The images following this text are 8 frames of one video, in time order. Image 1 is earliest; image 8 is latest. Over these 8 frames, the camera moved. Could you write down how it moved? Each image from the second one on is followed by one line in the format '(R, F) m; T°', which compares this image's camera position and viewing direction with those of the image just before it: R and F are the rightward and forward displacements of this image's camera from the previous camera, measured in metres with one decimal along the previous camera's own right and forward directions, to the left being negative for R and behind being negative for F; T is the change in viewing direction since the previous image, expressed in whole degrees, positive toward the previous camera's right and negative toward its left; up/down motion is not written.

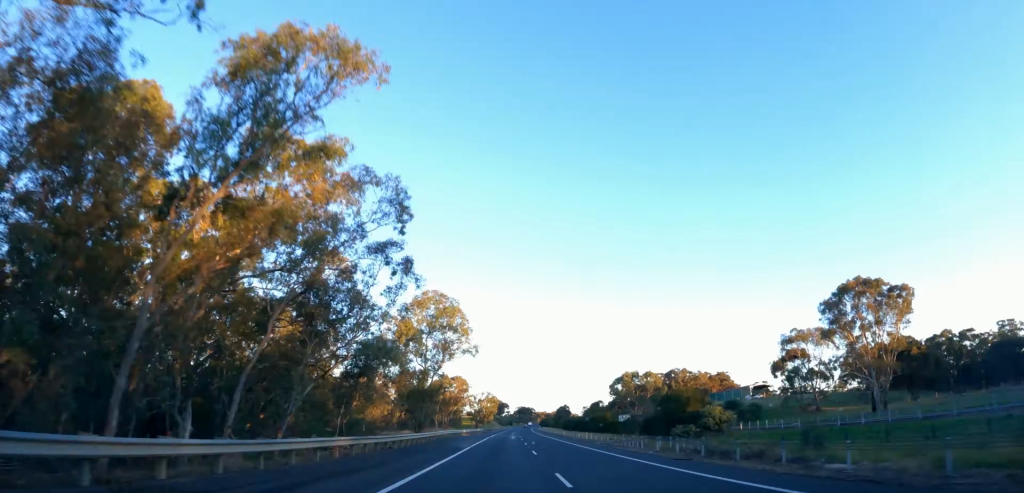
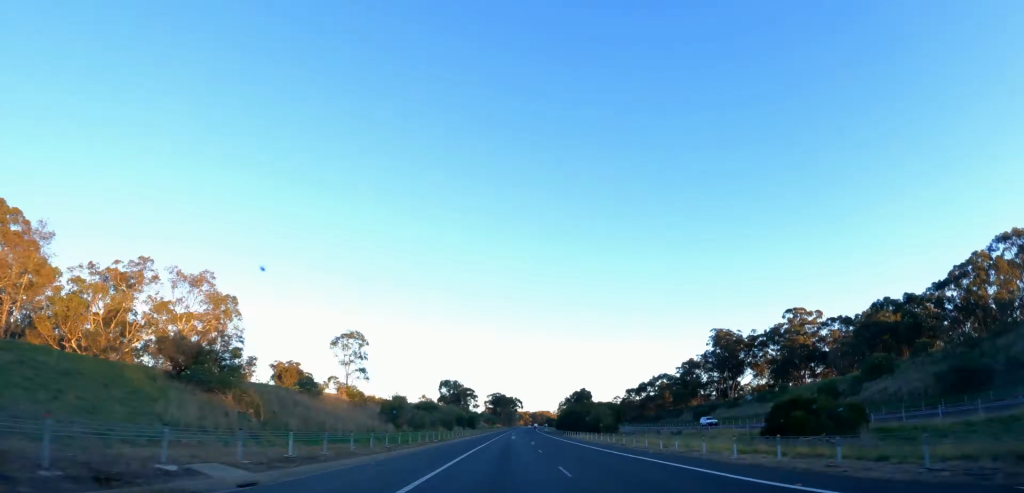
(+0.2, +13.2) m; +1°
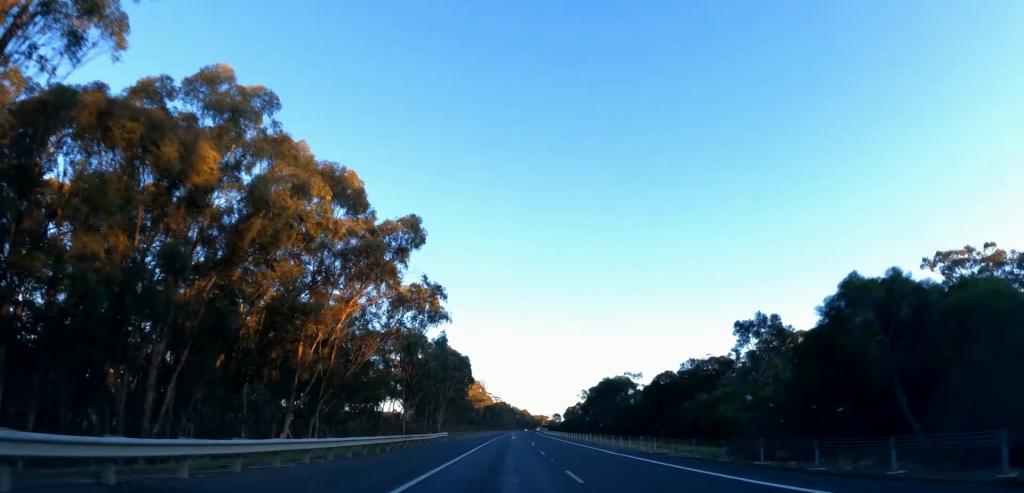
(+0.7, +37.3) m; +2°
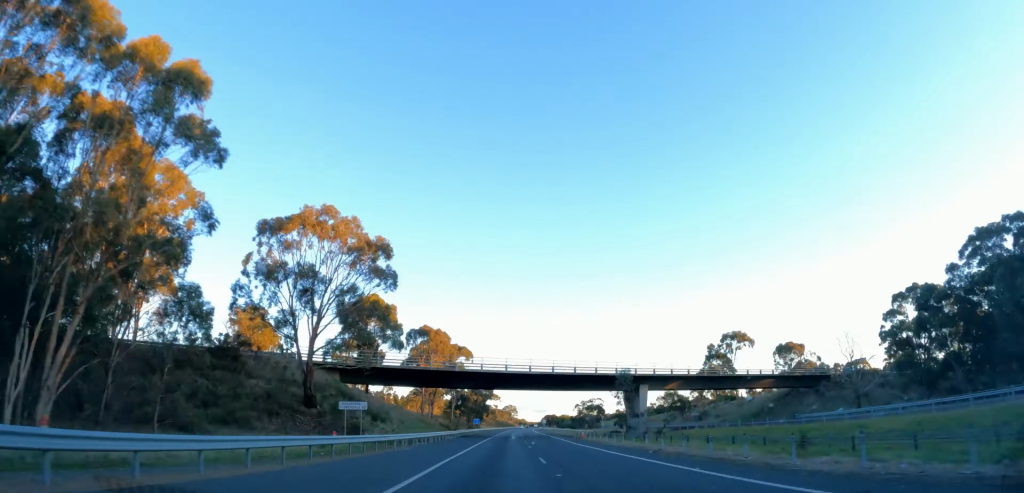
(+0.1, +35.0) m; 0°
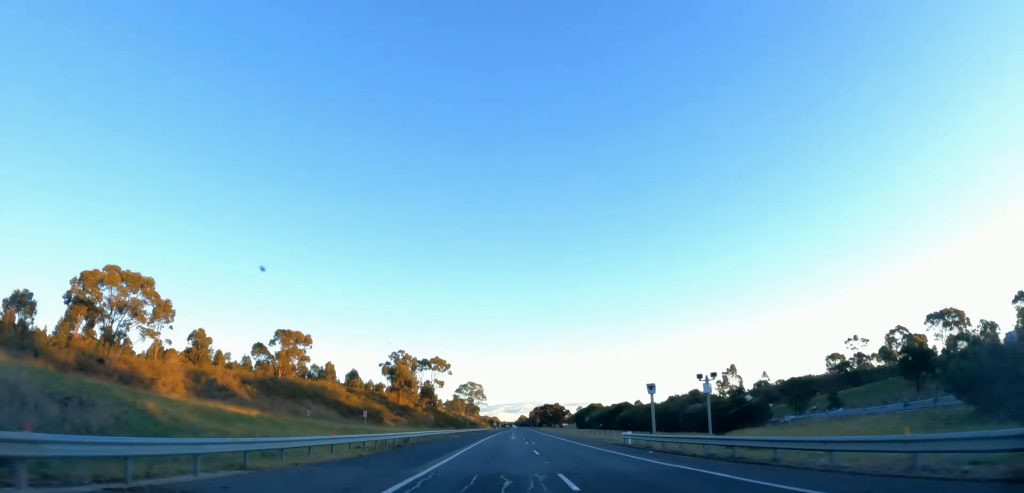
(0.0, +13.1) m; -1°
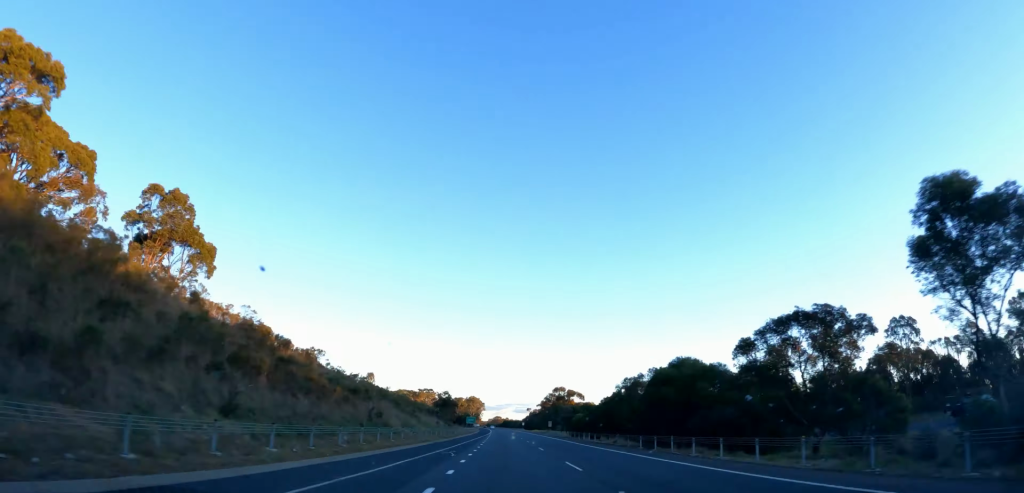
(-0.5, +26.1) m; -1°
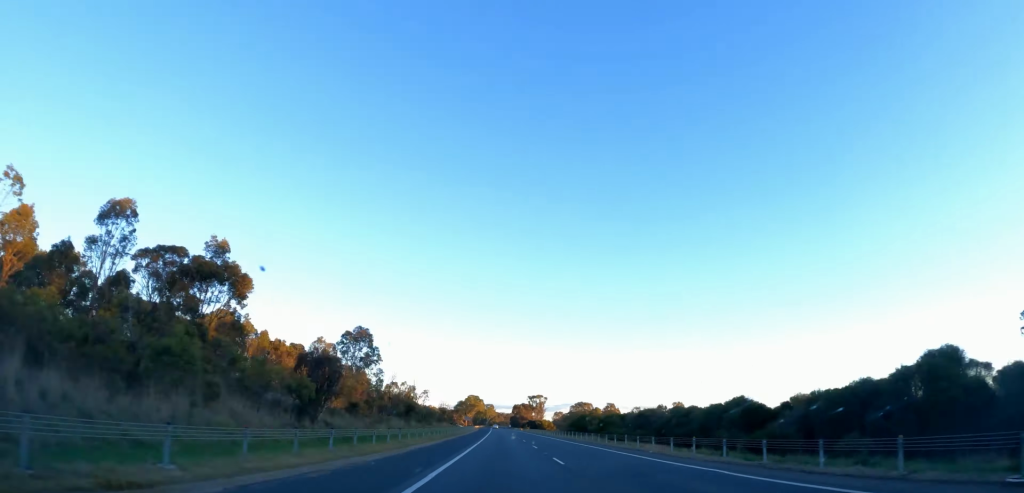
(-0.3, +29.1) m; +1°
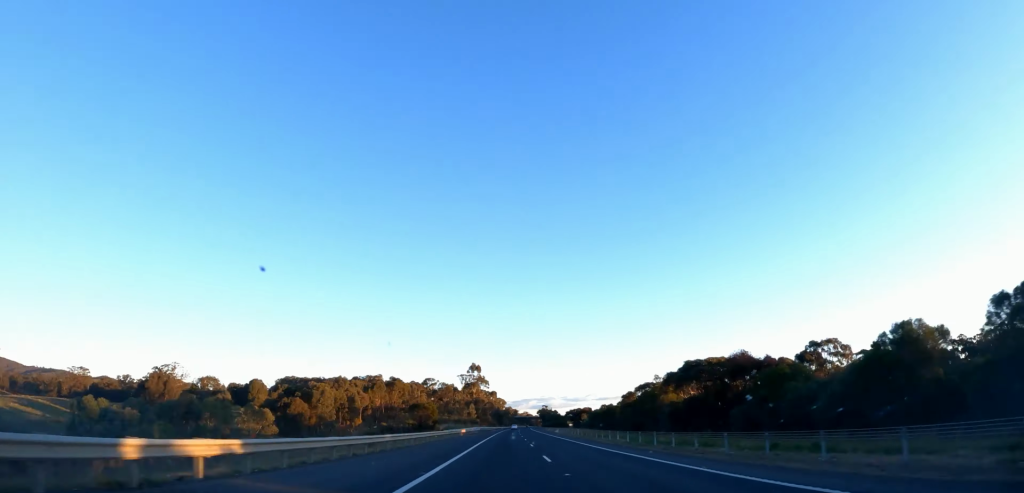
(+1.5, +43.8) m; +2°
